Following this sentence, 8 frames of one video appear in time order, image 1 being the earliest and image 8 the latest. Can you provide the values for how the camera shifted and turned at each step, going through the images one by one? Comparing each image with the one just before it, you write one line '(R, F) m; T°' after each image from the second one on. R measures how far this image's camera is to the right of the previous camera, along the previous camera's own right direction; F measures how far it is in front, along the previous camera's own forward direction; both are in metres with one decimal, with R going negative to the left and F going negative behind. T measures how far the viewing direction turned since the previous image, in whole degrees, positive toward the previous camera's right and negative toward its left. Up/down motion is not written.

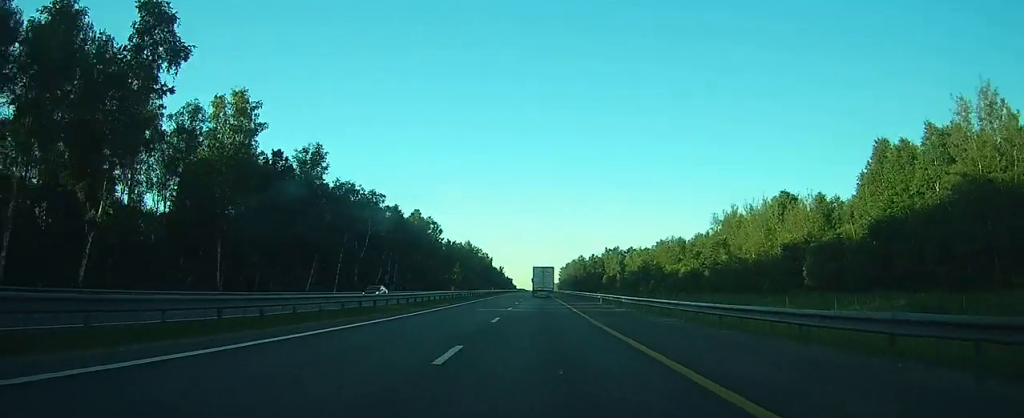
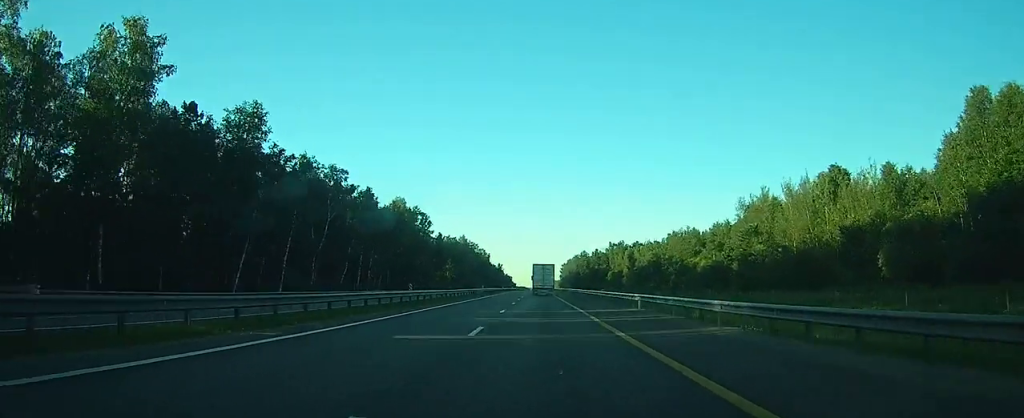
(0.0, +19.2) m; 0°
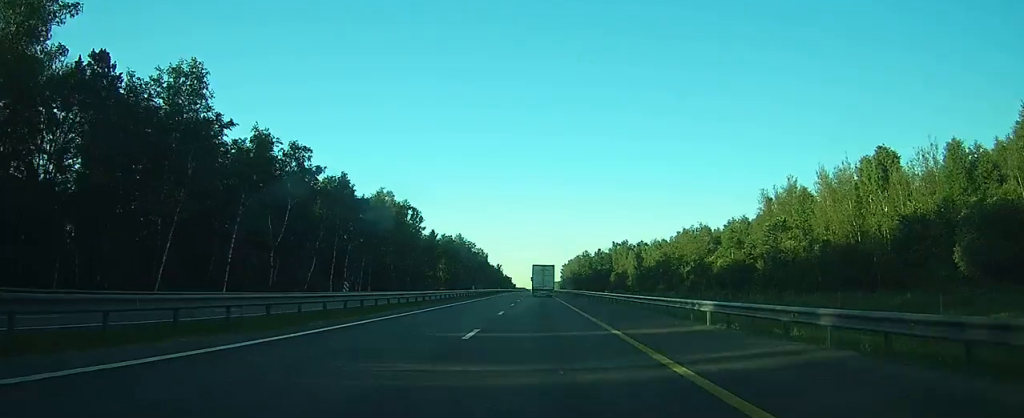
(0.0, +13.0) m; 0°
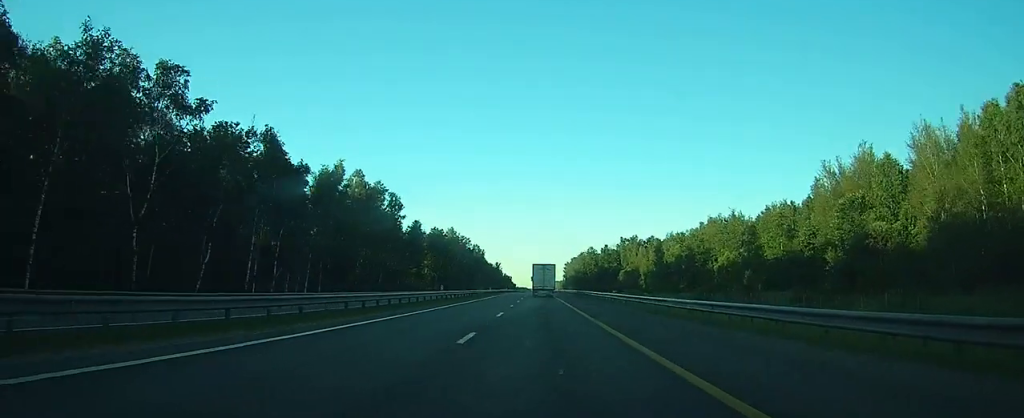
(0.0, +25.1) m; 0°
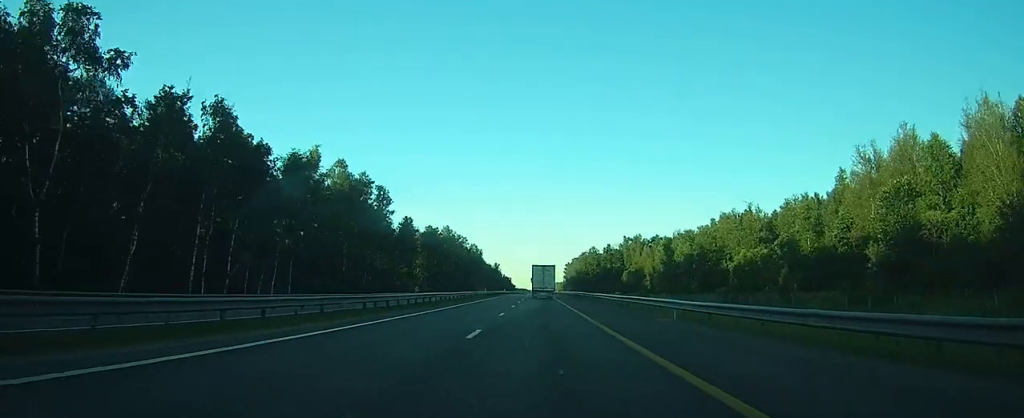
(0.0, +10.3) m; 0°
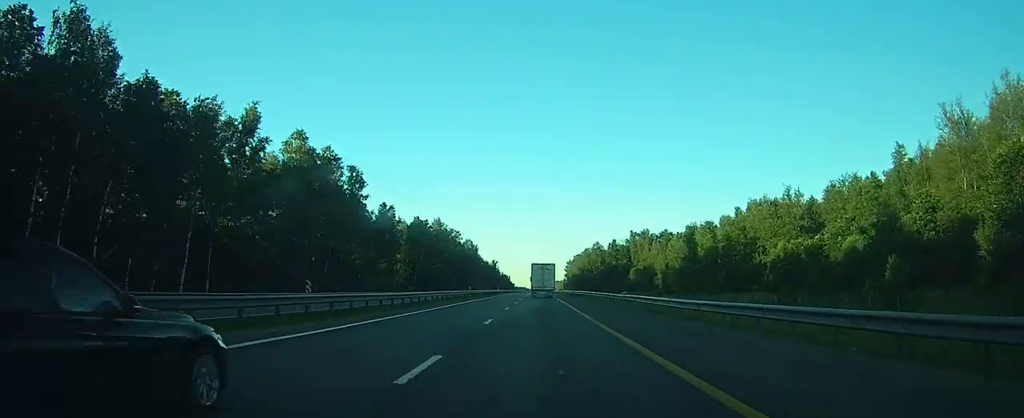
(0.0, +18.9) m; 0°
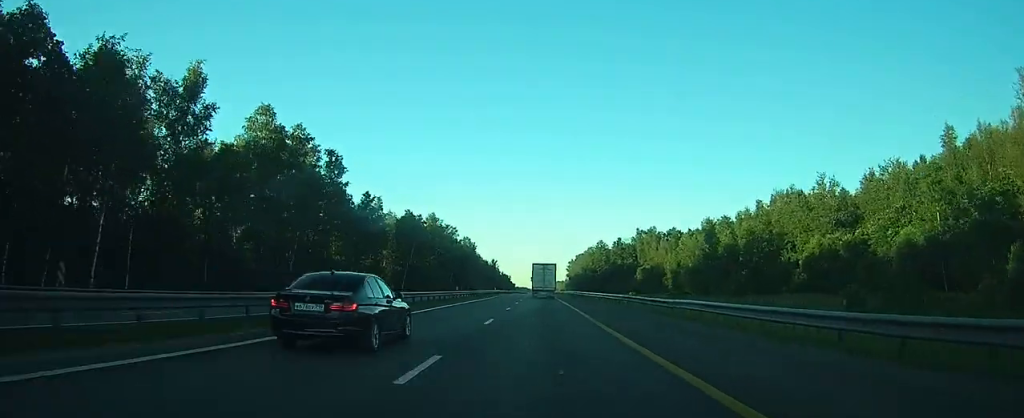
(0.0, +12.0) m; 0°
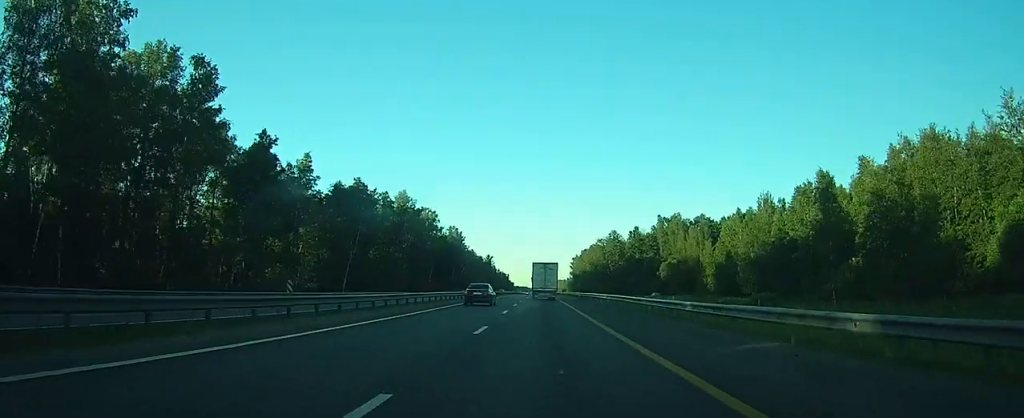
(0.0, +39.6) m; 0°
